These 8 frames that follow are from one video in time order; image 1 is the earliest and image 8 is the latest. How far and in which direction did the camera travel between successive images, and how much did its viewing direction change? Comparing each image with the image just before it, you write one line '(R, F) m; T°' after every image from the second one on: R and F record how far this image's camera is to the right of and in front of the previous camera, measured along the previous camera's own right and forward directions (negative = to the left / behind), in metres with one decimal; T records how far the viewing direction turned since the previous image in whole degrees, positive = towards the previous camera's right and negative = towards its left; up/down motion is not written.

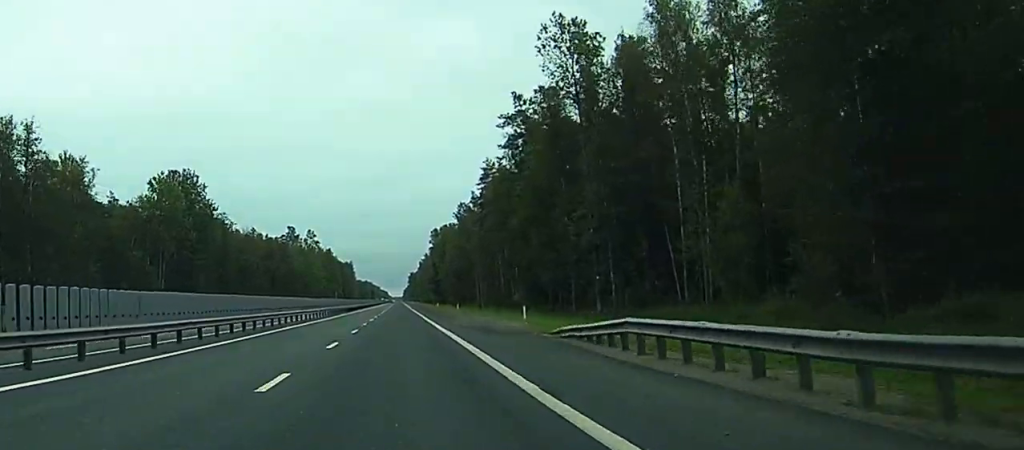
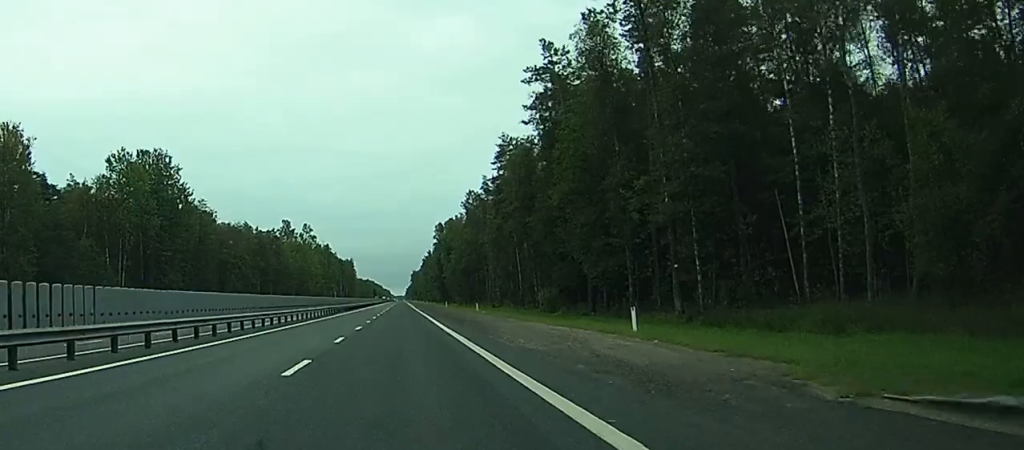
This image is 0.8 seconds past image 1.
(0.0, +21.4) m; 0°
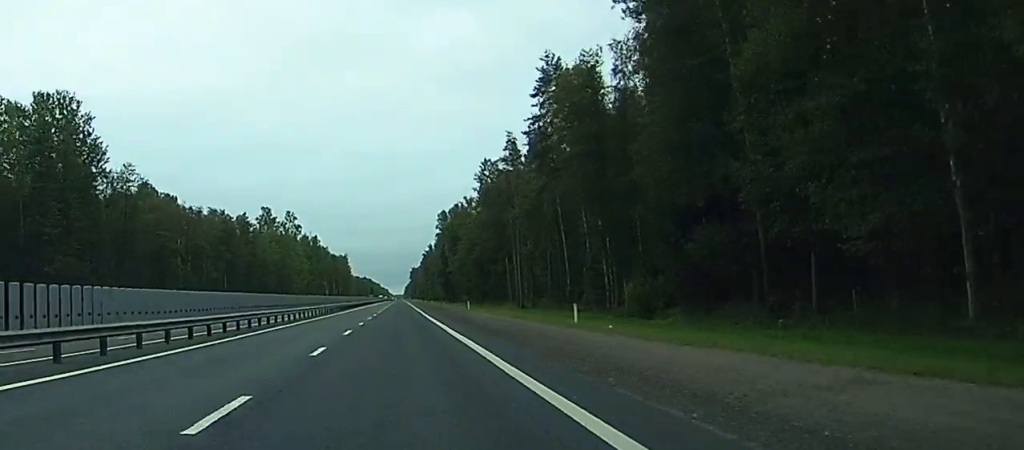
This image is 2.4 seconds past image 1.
(+0.5, +41.9) m; 0°
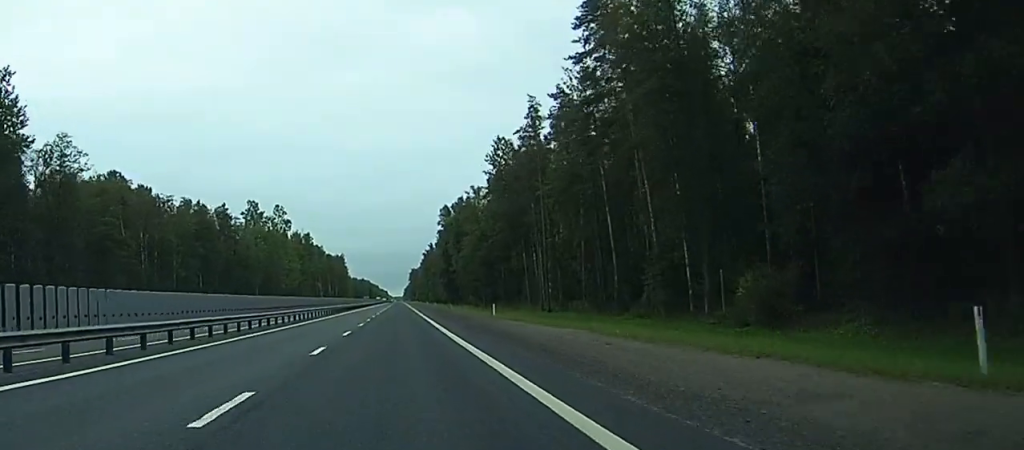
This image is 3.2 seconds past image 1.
(-0.8, +23.3) m; -1°
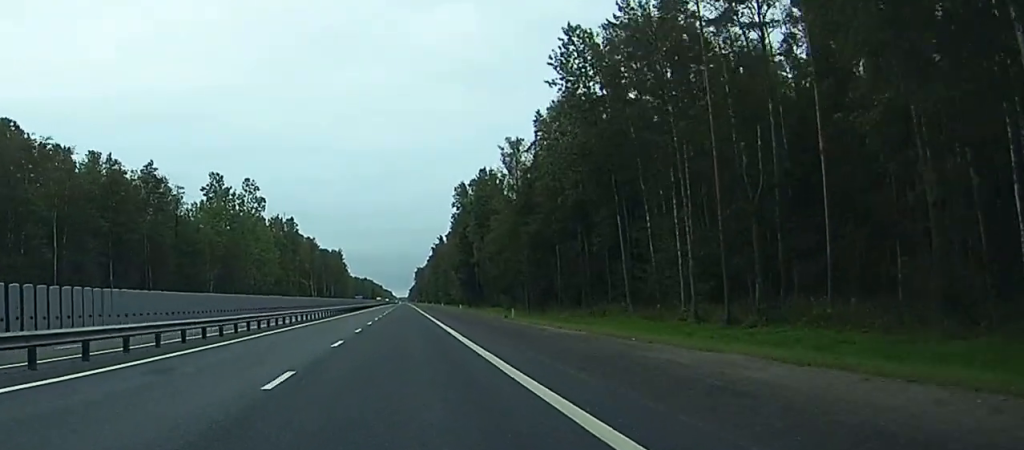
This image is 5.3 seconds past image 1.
(+0.5, +56.4) m; 0°
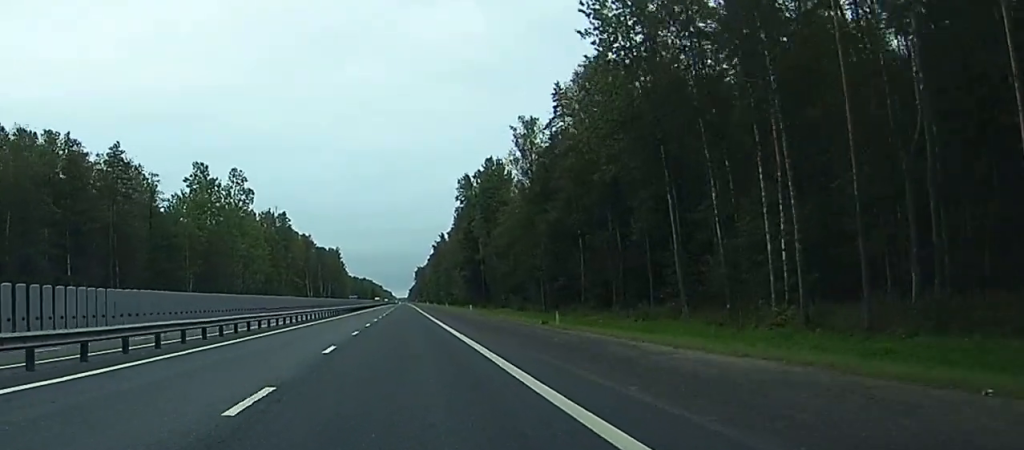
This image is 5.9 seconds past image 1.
(0.0, +15.1) m; 0°
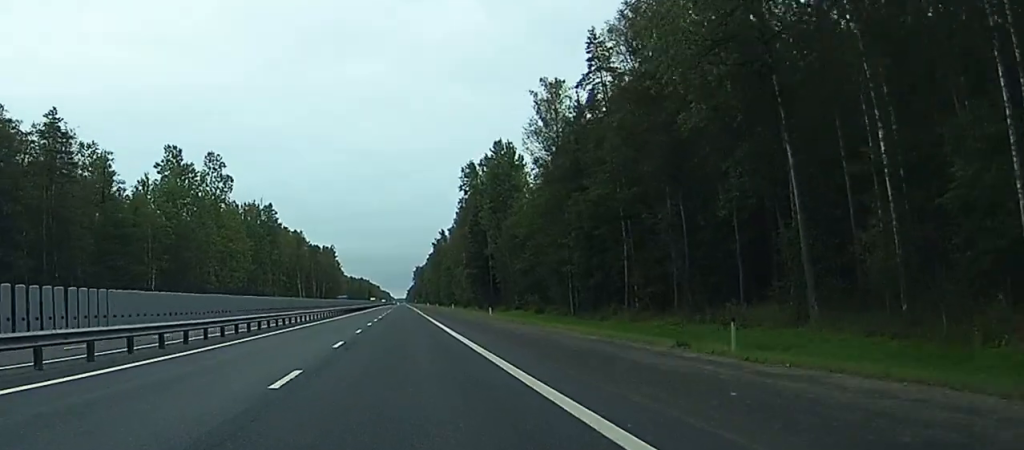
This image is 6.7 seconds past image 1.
(0.0, +20.5) m; 0°
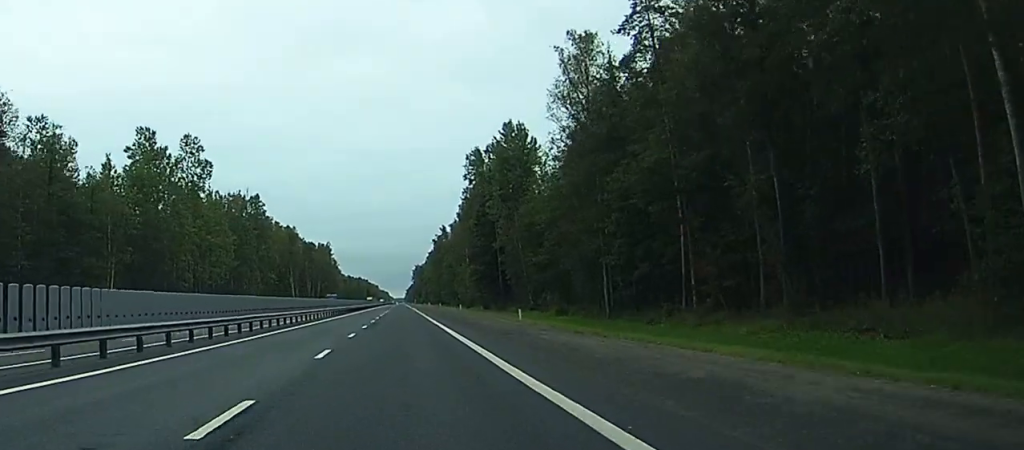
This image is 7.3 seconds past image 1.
(-0.1, +16.9) m; +1°
